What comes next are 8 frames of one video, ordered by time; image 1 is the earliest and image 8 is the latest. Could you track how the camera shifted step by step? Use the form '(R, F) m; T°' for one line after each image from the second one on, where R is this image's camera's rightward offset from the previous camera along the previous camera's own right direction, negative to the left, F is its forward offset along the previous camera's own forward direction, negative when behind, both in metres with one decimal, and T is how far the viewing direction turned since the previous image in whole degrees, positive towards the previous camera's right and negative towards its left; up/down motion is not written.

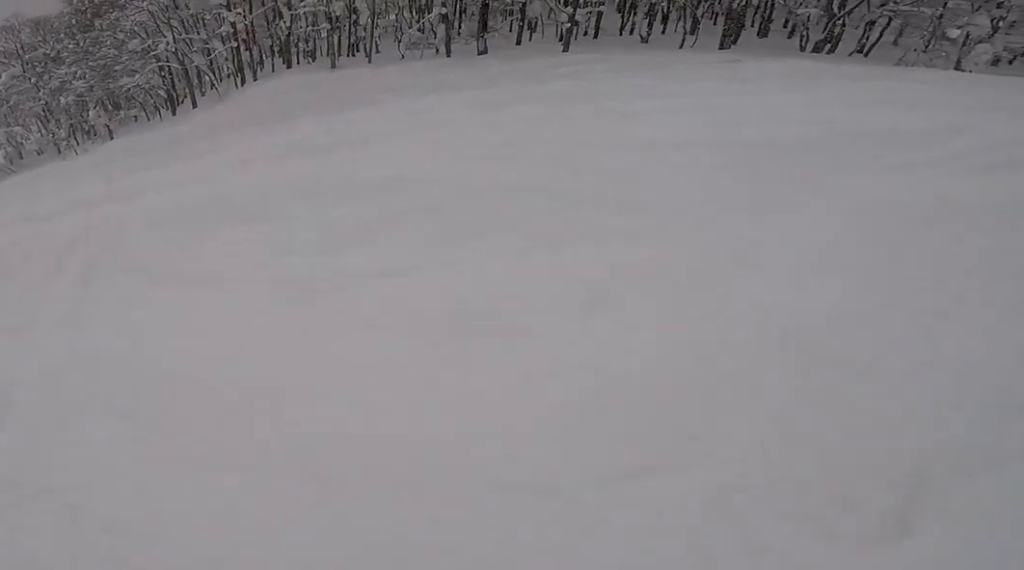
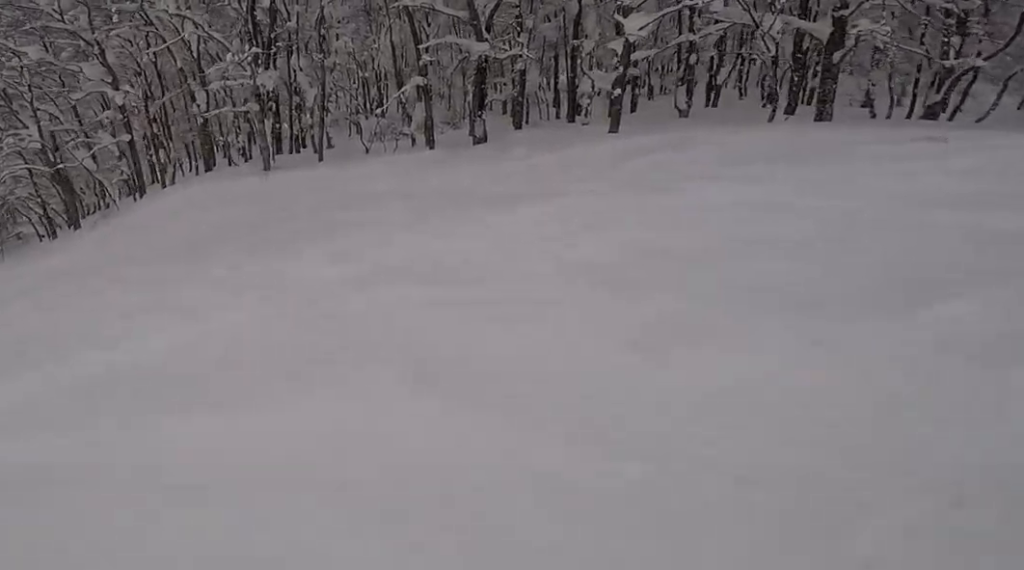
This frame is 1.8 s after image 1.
(+2.7, +8.1) m; +24°
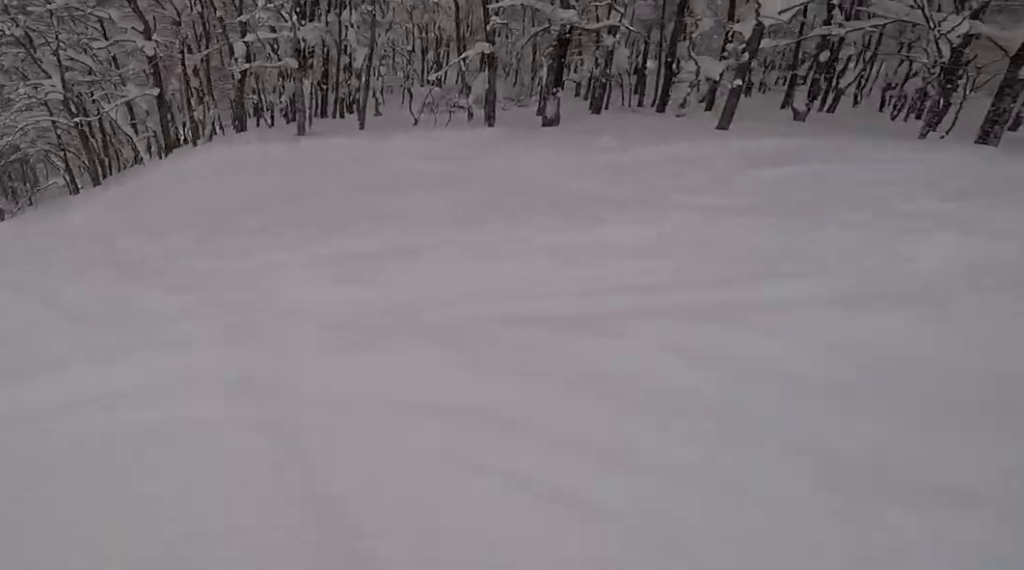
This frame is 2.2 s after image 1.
(+0.3, +2.0) m; -7°
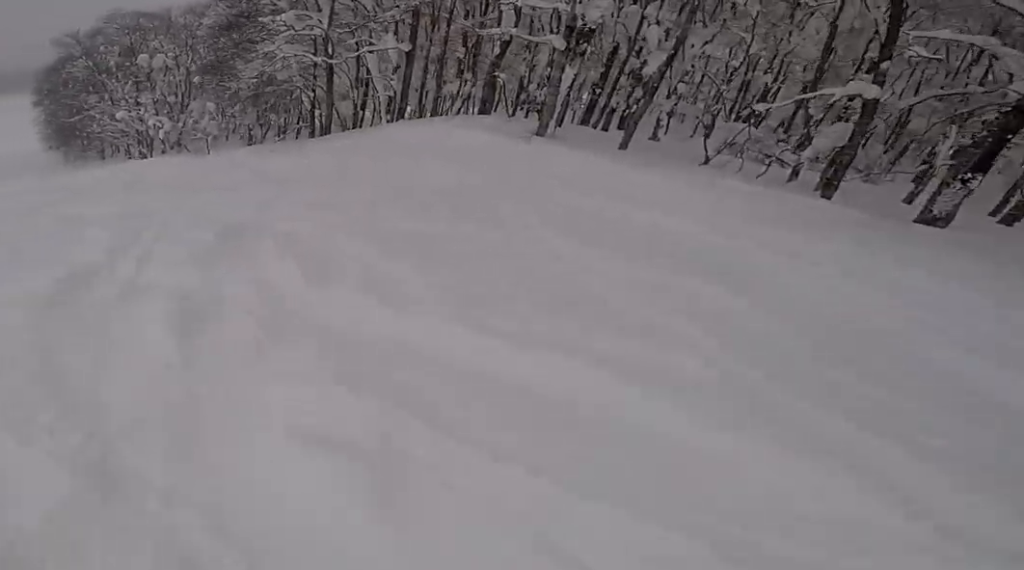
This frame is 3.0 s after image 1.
(-0.1, +3.4) m; -21°
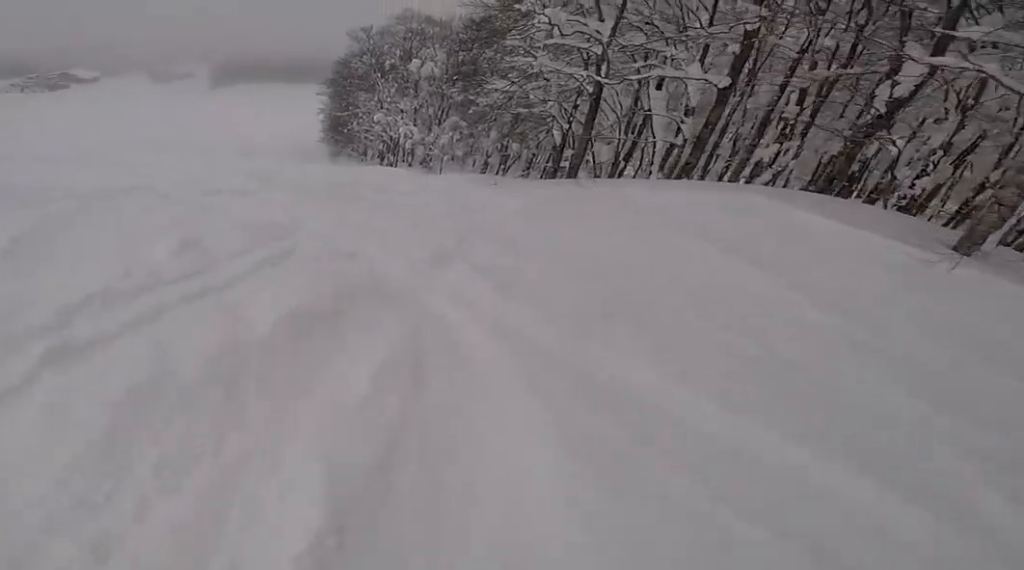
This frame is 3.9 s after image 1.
(-1.4, +3.8) m; -41°
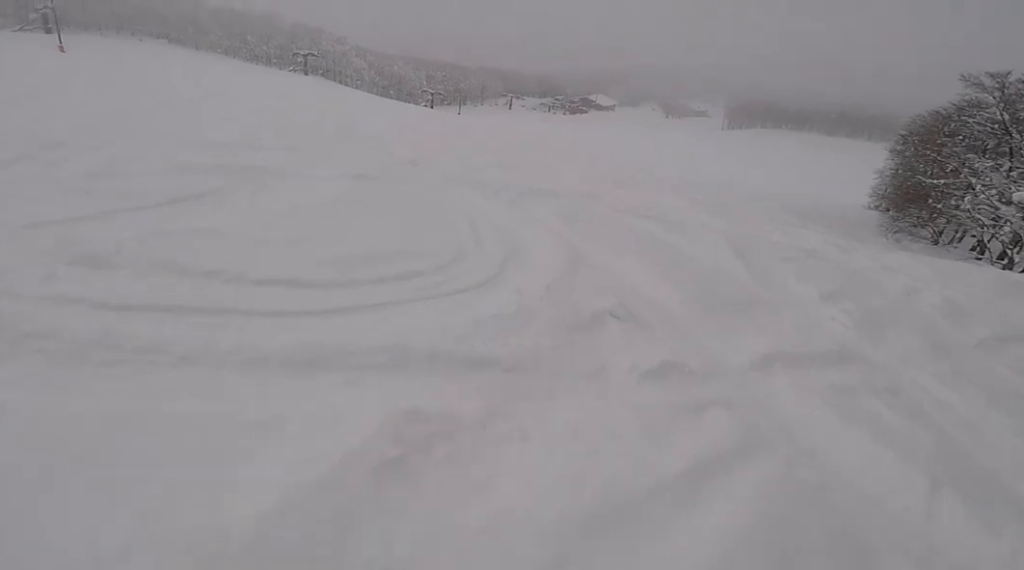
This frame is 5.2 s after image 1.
(-2.7, +5.8) m; -38°
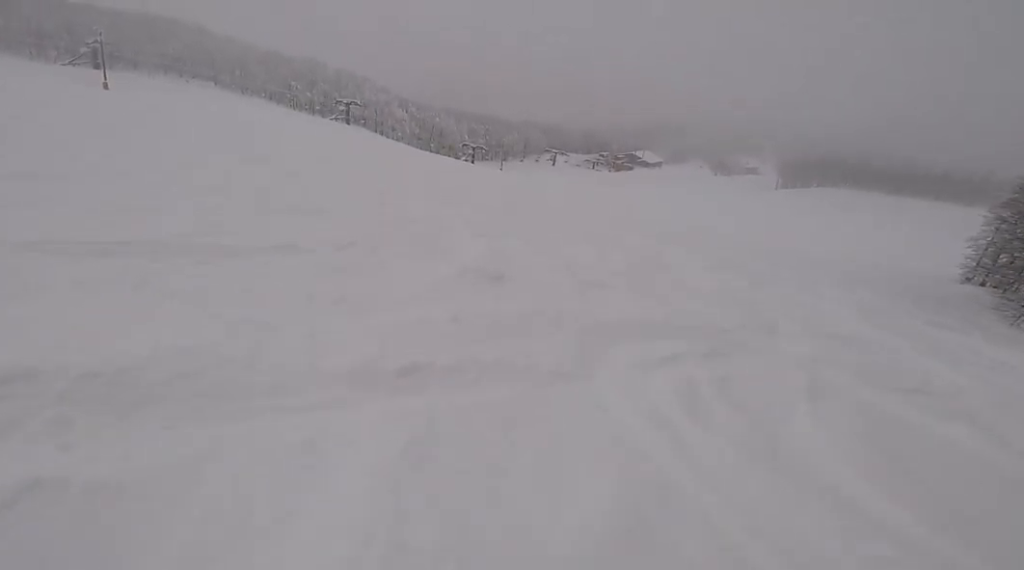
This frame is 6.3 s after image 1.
(-1.0, +5.2) m; -16°
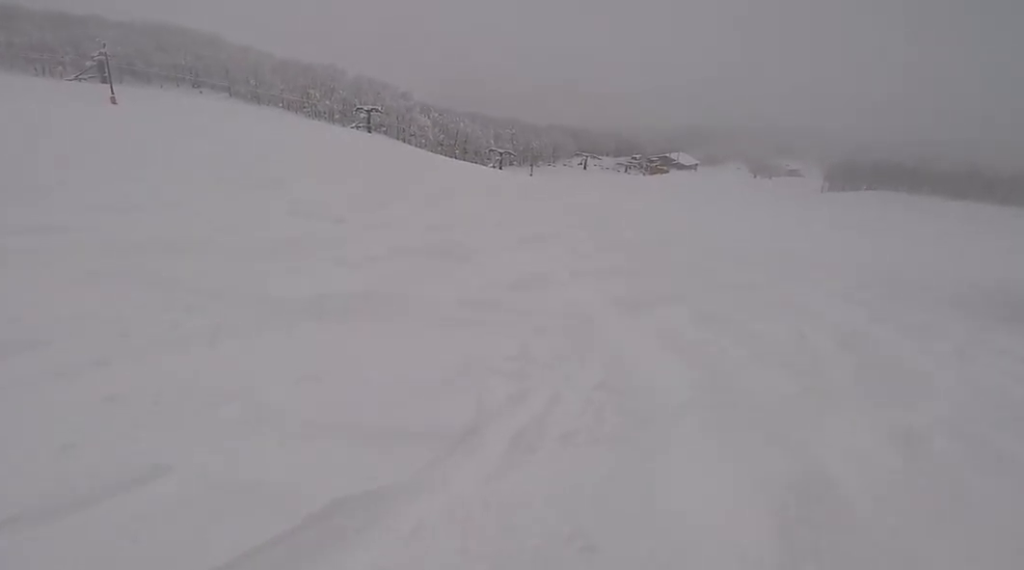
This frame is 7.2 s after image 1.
(-0.3, +4.5) m; -12°
